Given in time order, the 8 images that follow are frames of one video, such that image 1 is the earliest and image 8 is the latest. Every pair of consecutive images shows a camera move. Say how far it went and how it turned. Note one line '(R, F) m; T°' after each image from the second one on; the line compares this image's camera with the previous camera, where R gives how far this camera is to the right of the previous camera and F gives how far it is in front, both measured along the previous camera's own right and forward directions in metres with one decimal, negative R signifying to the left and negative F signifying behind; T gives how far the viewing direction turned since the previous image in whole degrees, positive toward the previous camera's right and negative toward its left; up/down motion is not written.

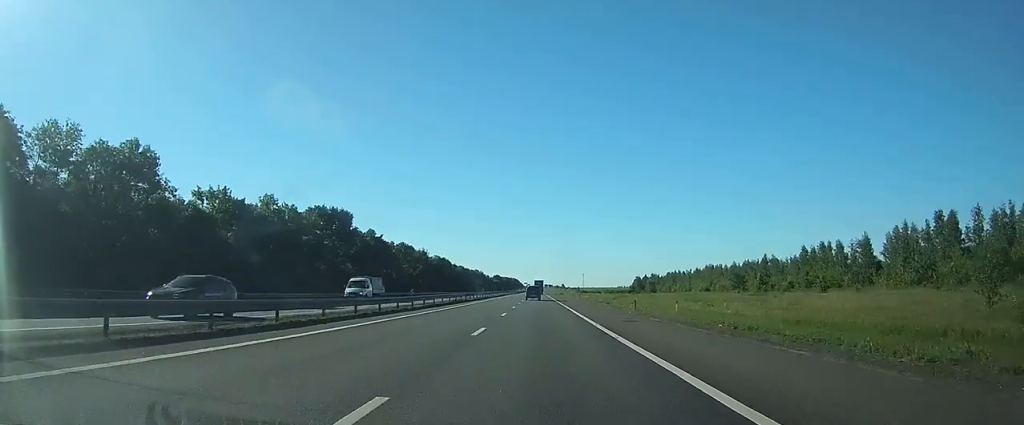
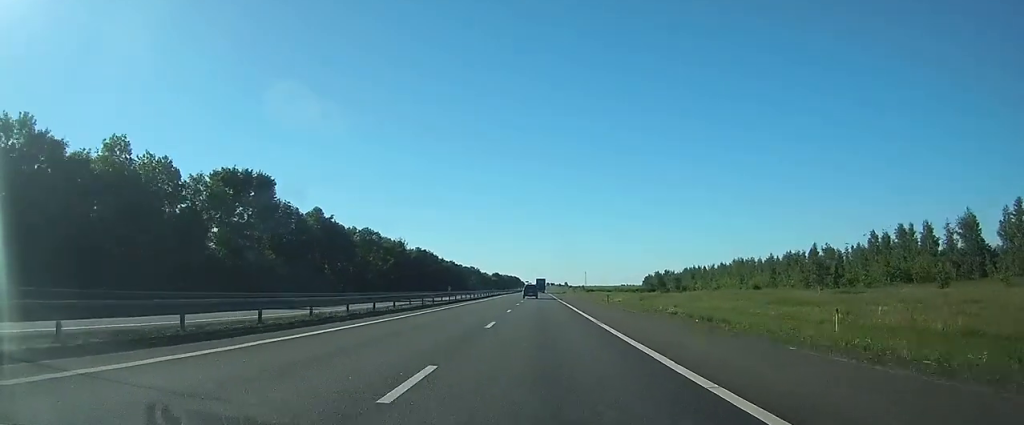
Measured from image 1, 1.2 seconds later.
(0.0, +33.0) m; 0°
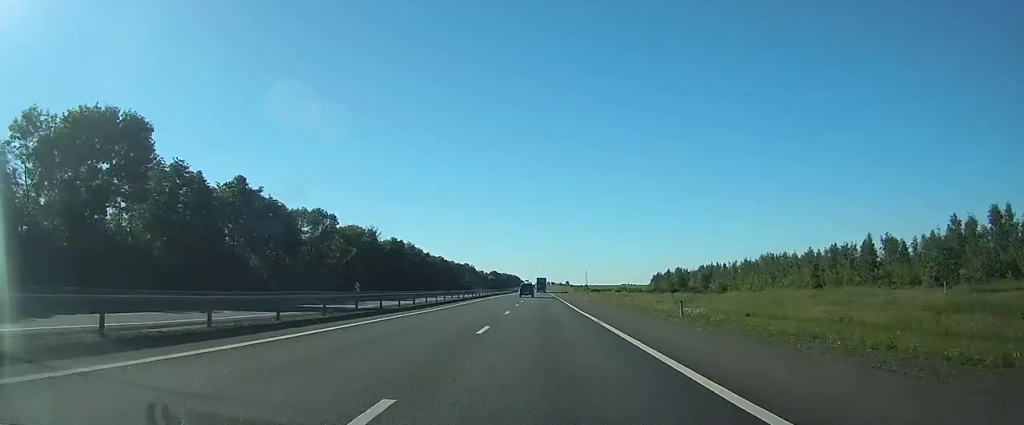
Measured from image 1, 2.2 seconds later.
(0.0, +26.7) m; 0°
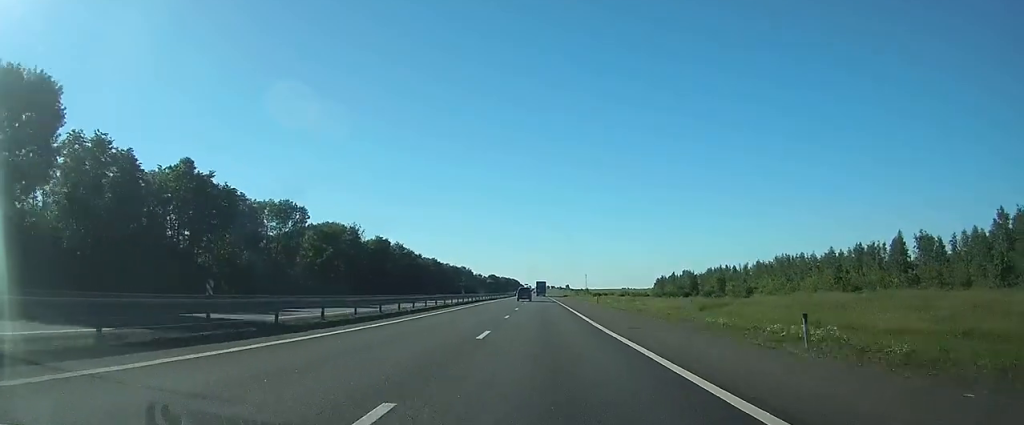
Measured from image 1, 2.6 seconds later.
(0.0, +12.0) m; 0°
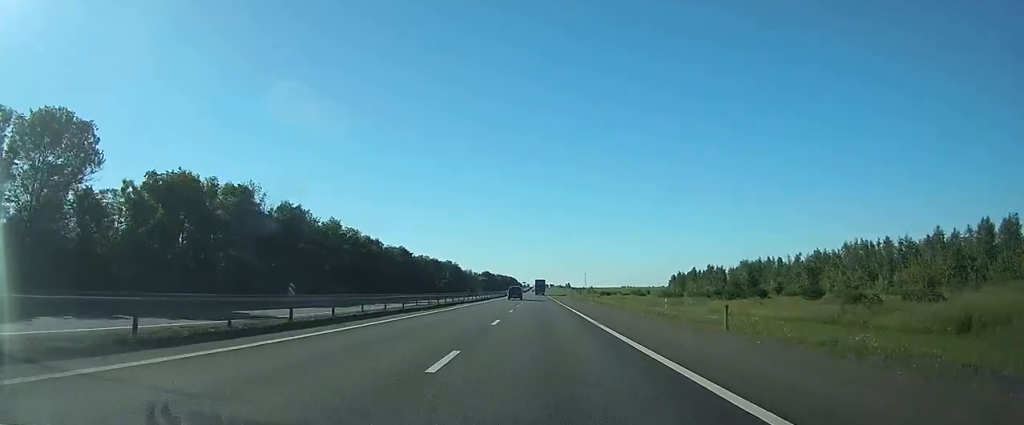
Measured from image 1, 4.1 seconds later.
(+0.2, +42.6) m; 0°
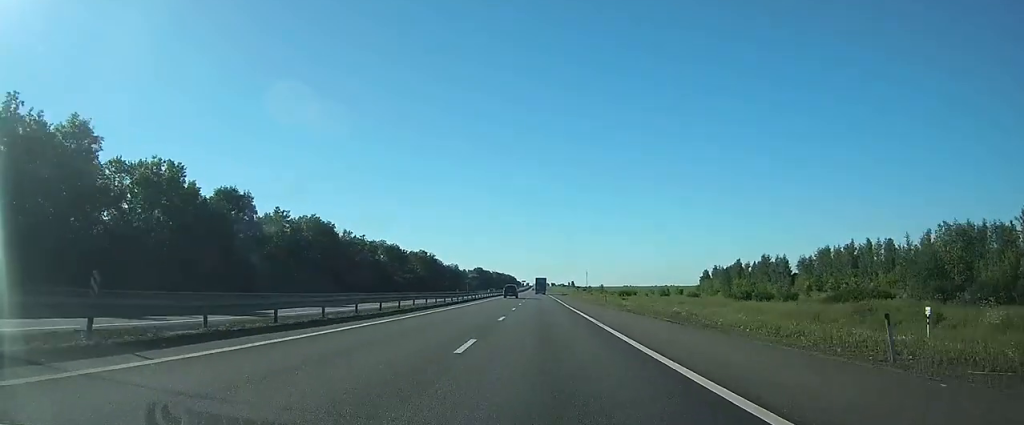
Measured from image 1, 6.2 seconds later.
(-0.1, +57.0) m; 0°
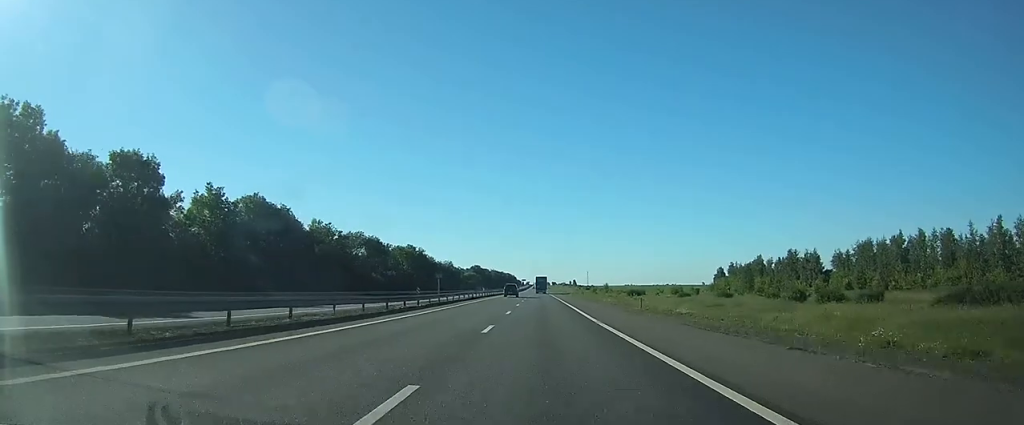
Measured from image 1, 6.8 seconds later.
(0.0, +18.8) m; 0°
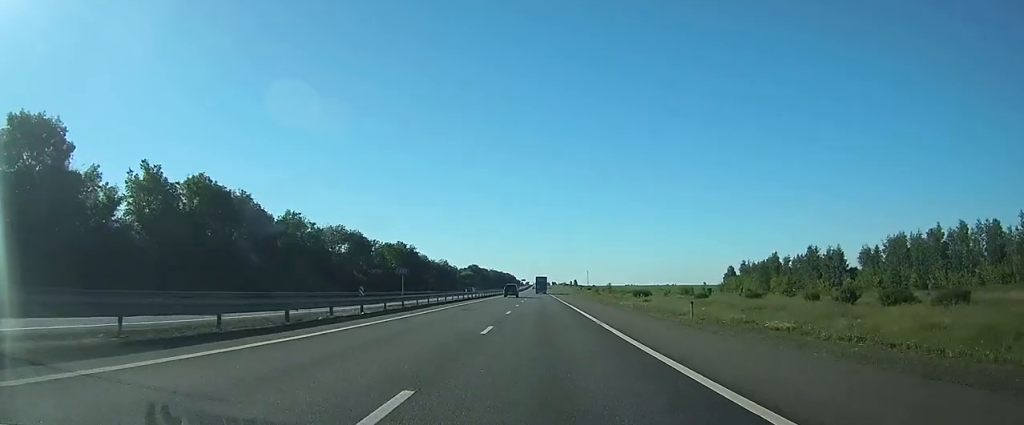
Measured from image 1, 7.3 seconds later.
(0.0, +12.3) m; 0°
